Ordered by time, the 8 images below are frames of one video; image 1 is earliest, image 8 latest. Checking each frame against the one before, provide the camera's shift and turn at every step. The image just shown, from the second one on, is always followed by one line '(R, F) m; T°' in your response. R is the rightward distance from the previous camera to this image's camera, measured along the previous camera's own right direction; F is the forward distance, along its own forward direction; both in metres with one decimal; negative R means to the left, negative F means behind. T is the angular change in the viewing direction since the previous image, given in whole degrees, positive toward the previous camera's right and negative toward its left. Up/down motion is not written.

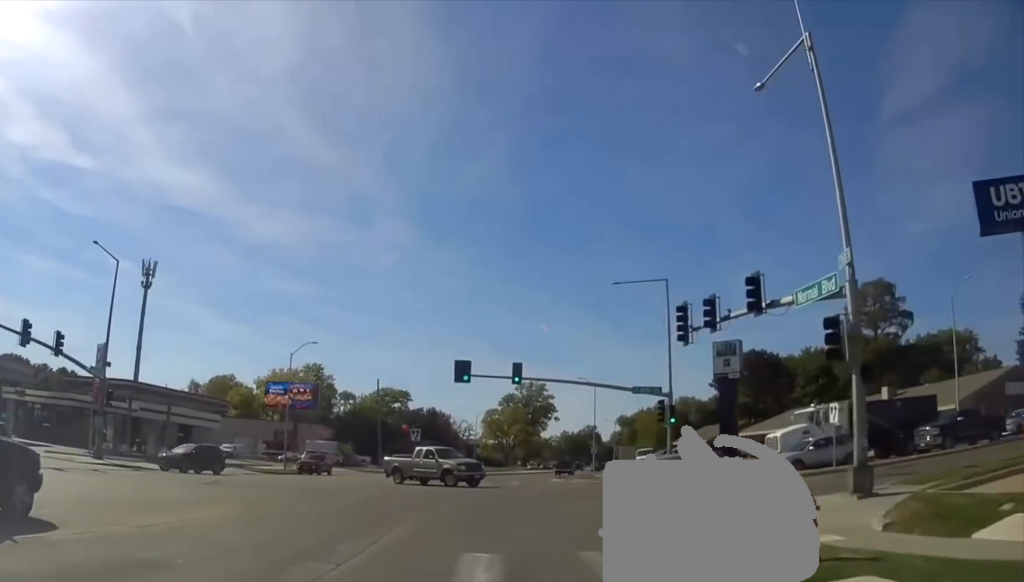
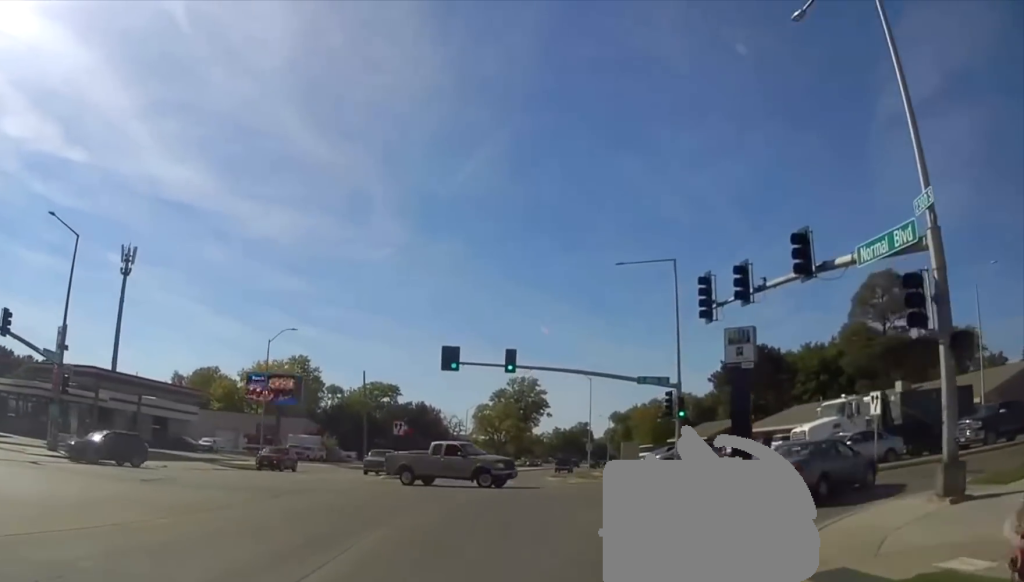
(0.0, +3.0) m; 0°
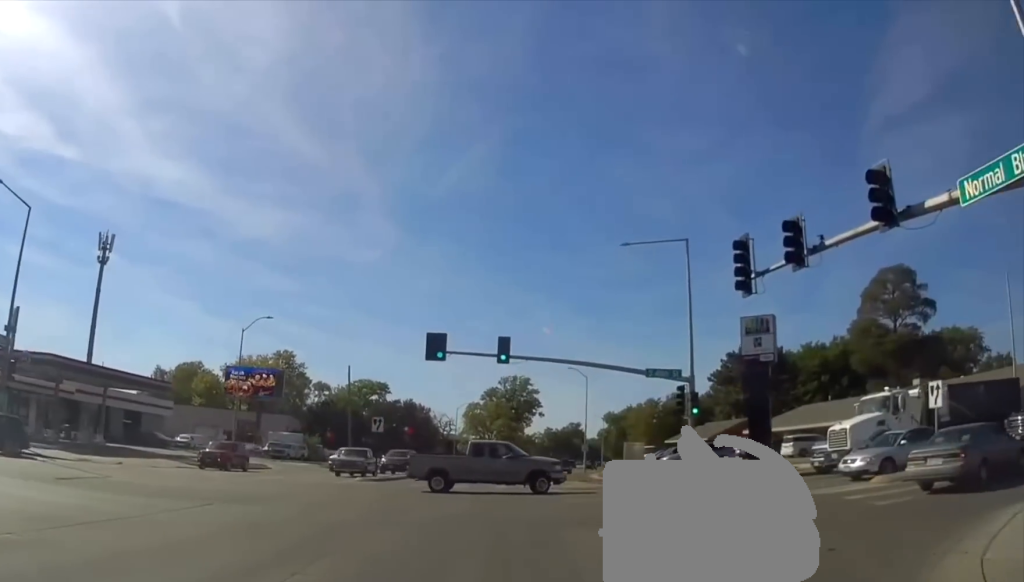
(0.0, +3.4) m; +1°
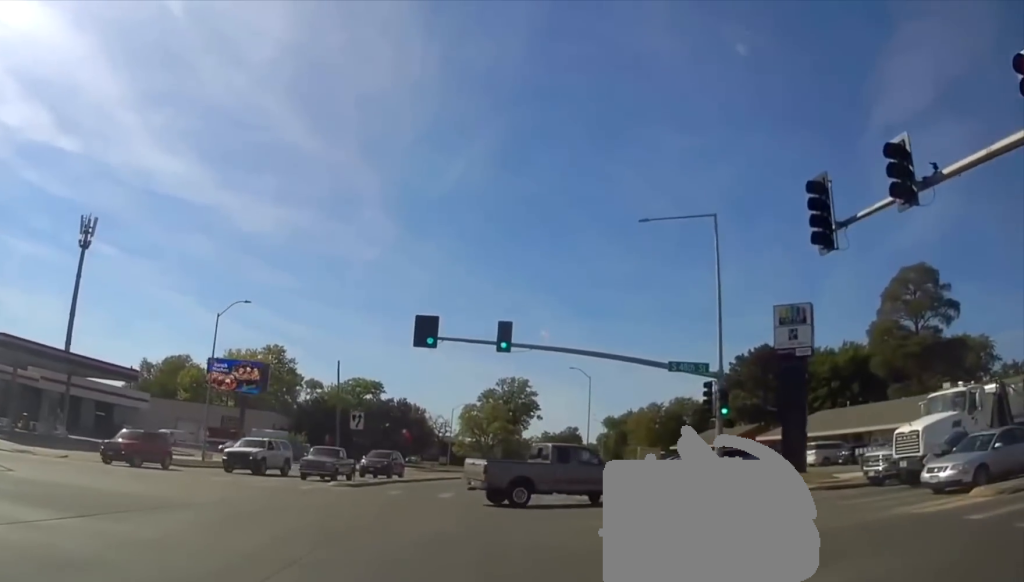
(0.0, +4.4) m; +2°
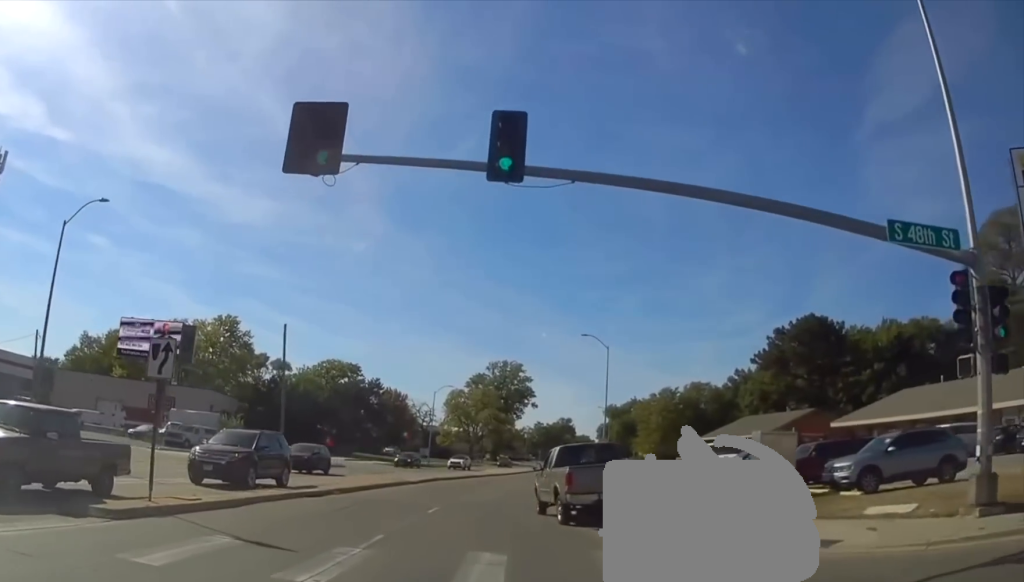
(-0.1, +22.8) m; 0°
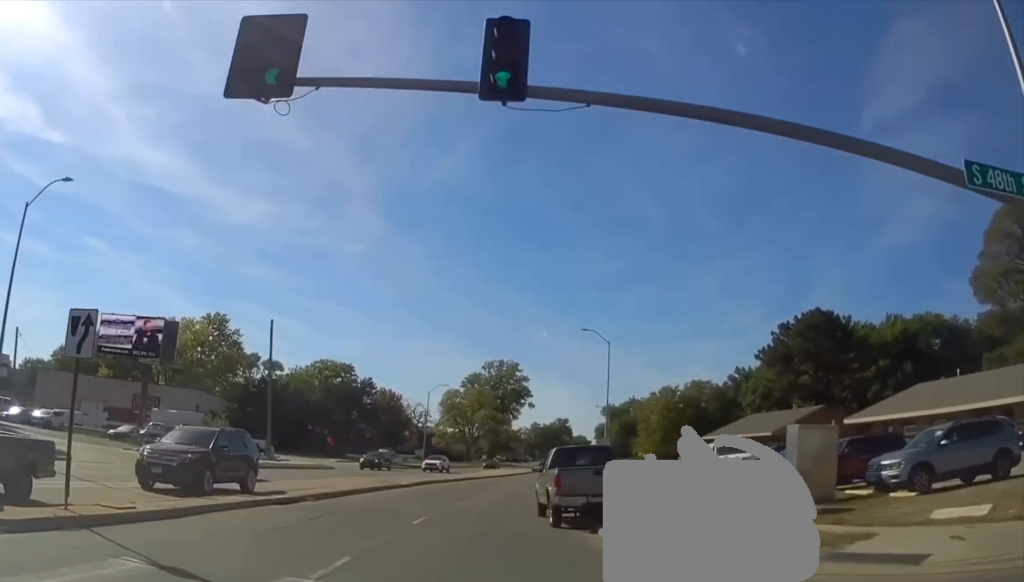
(0.0, +2.9) m; -1°
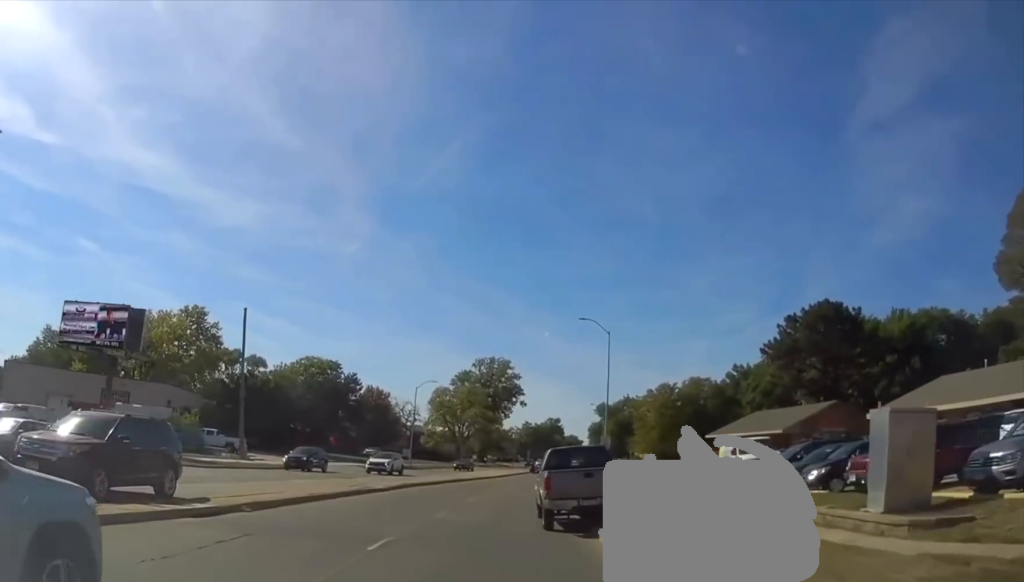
(+0.1, +4.4) m; -2°
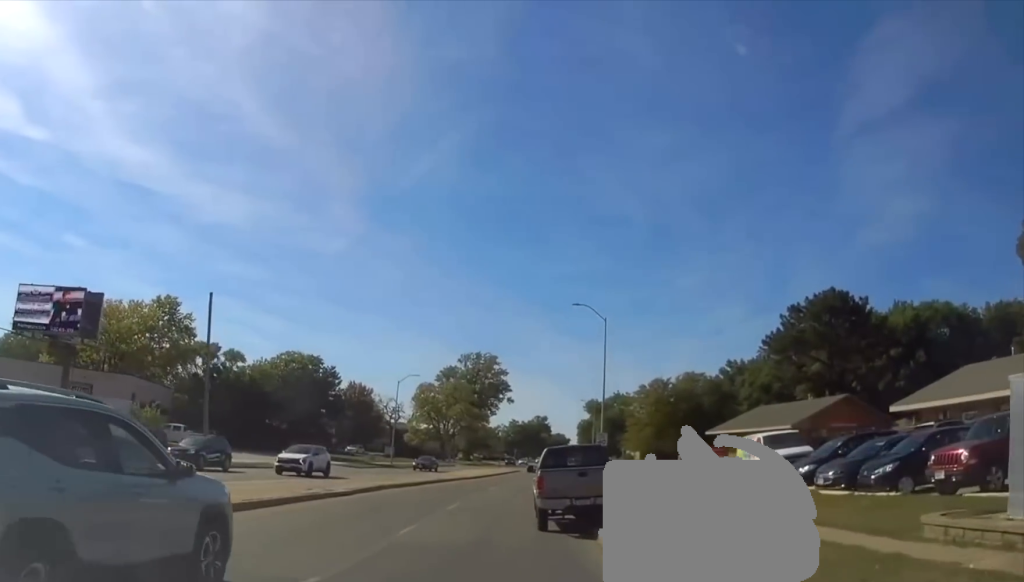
(-0.2, +4.3) m; +3°
